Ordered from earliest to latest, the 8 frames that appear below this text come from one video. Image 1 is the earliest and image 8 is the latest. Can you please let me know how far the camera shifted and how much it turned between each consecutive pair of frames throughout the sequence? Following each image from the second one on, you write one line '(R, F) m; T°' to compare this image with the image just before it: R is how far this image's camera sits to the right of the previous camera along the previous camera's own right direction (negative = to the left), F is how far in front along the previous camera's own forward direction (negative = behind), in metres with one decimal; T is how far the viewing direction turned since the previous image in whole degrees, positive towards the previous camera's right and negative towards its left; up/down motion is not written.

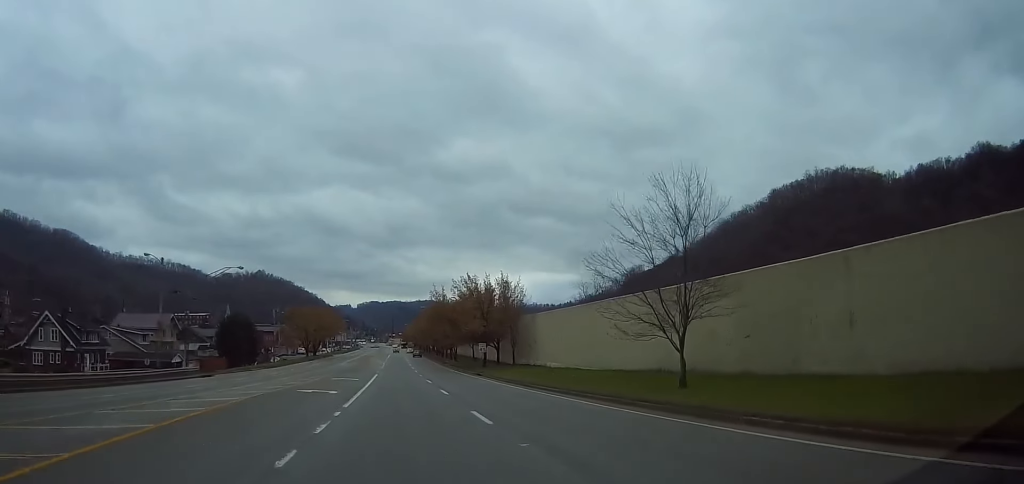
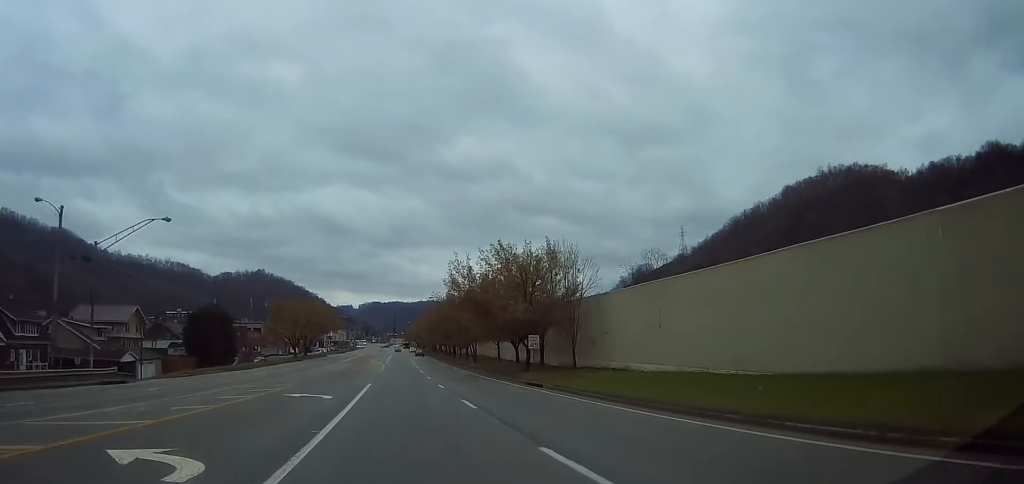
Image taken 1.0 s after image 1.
(+0.1, +19.9) m; 0°
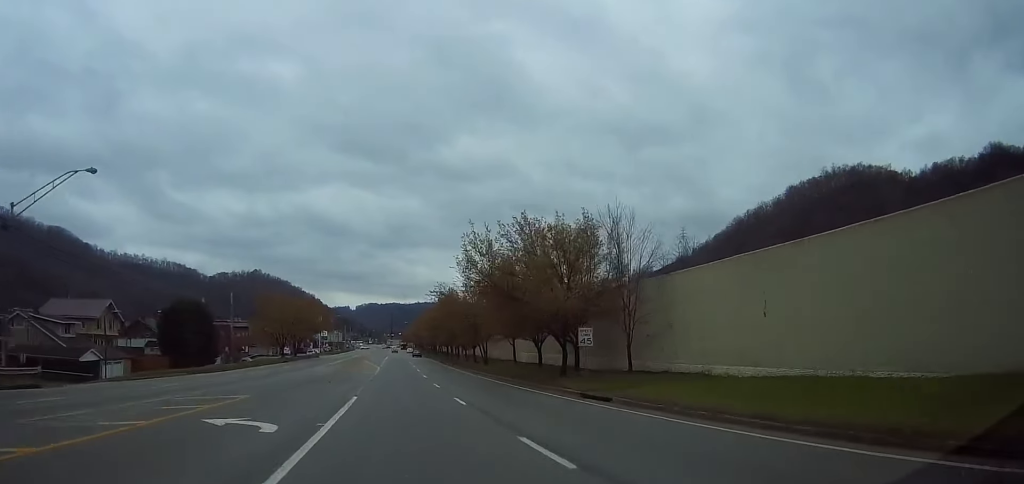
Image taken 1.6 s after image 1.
(+0.1, +10.7) m; 0°
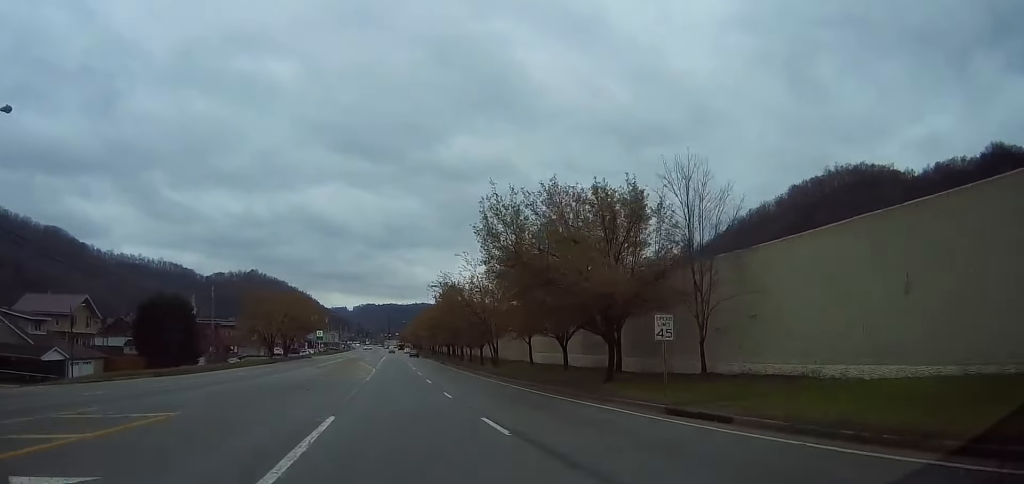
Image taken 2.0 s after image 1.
(-0.2, +8.0) m; 0°
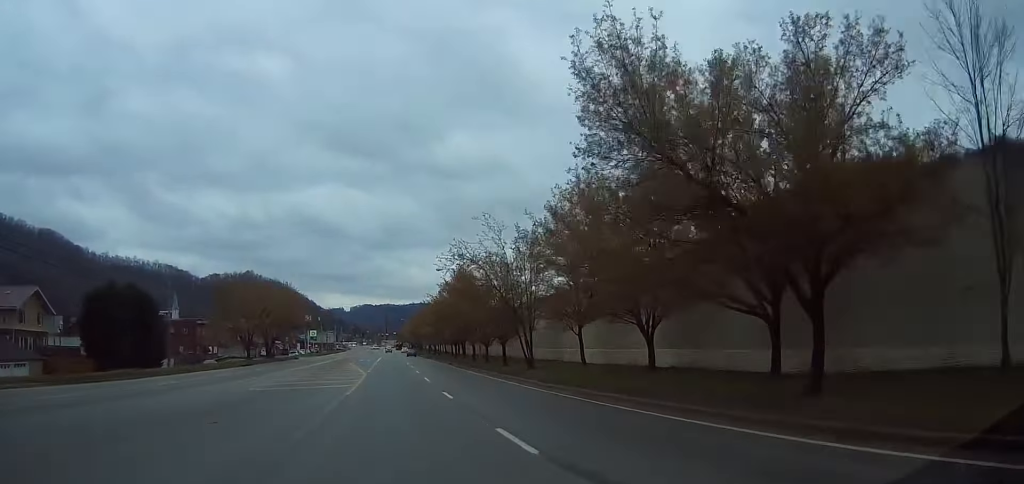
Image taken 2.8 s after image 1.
(0.0, +14.5) m; 0°
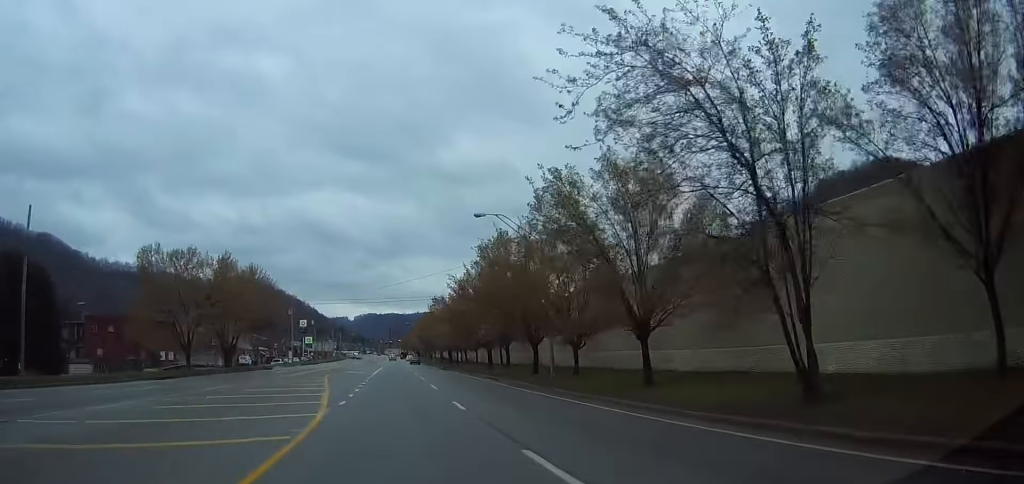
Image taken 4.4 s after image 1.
(-0.2, +28.2) m; -1°
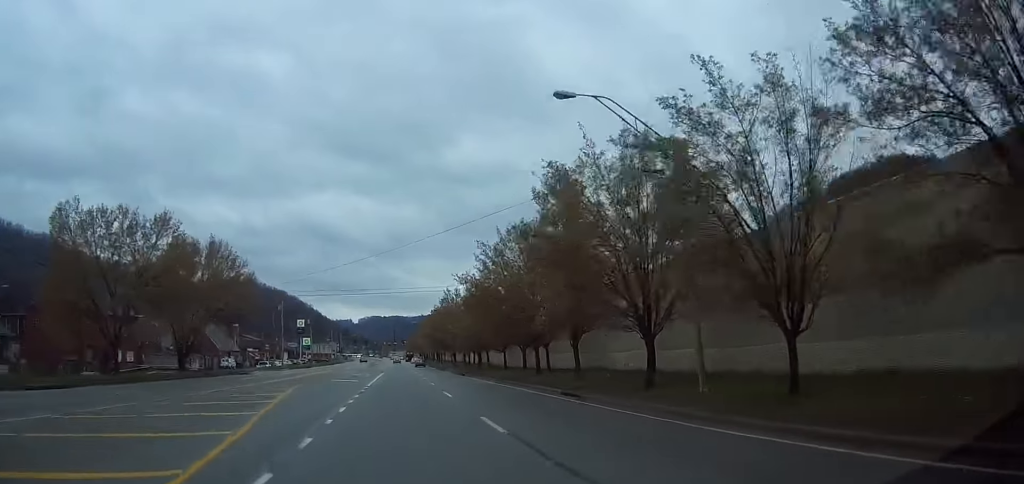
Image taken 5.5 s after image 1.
(+0.2, +17.5) m; +1°
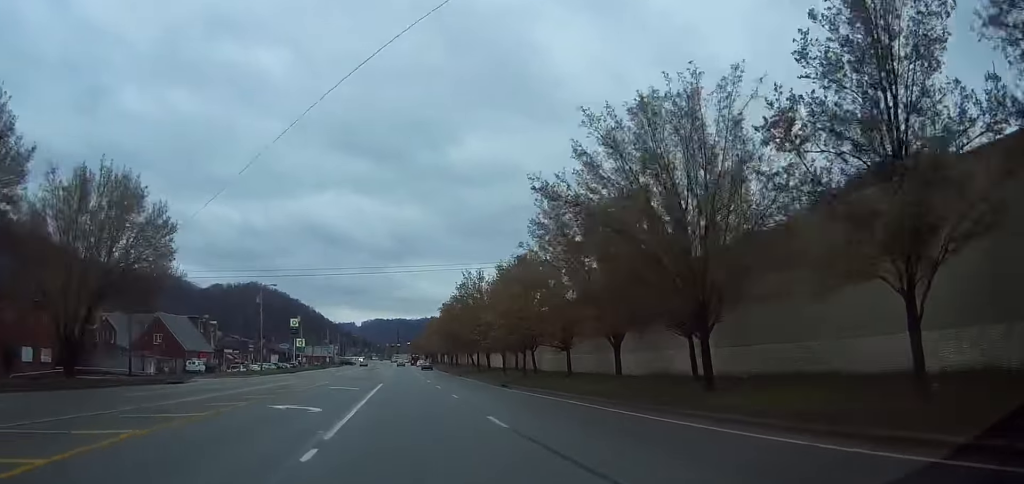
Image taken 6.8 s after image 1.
(0.0, +22.4) m; 0°
